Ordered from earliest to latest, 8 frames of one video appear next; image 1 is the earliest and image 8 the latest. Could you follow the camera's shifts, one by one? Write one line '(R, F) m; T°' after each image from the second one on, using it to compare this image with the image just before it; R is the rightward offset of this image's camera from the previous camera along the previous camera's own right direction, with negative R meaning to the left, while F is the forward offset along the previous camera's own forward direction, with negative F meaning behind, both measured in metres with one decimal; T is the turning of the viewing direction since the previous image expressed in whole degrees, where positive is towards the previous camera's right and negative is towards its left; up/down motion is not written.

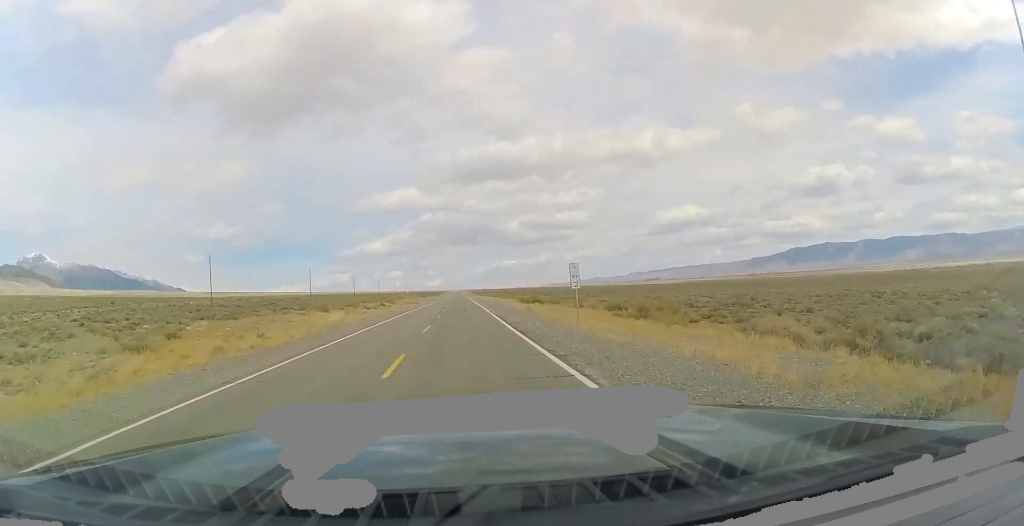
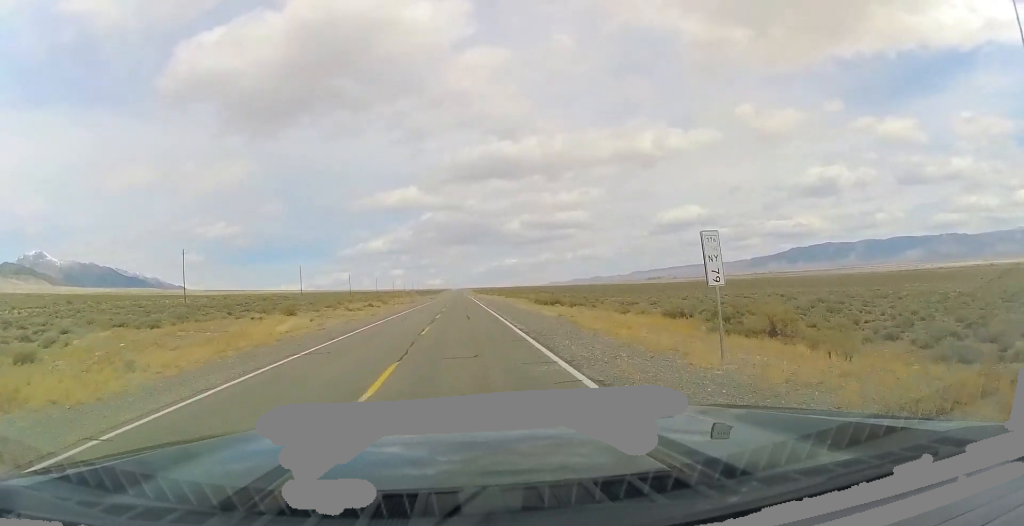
(+0.1, +14.3) m; 0°
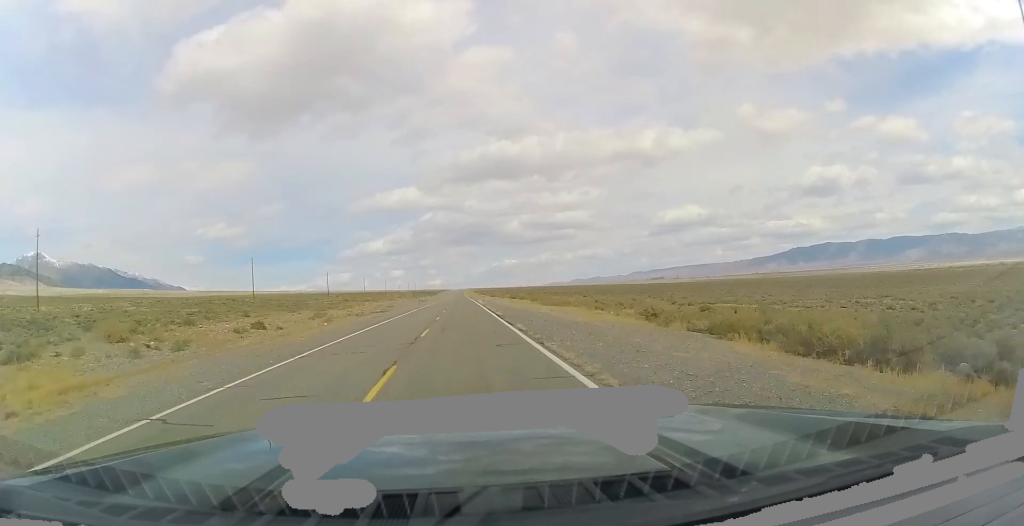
(-0.2, +48.8) m; 0°
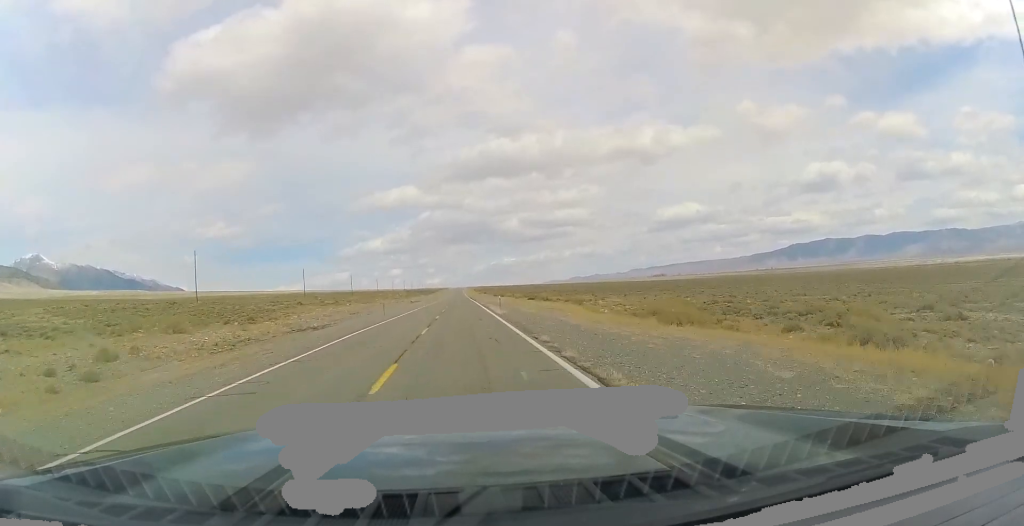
(-0.1, +35.7) m; 0°
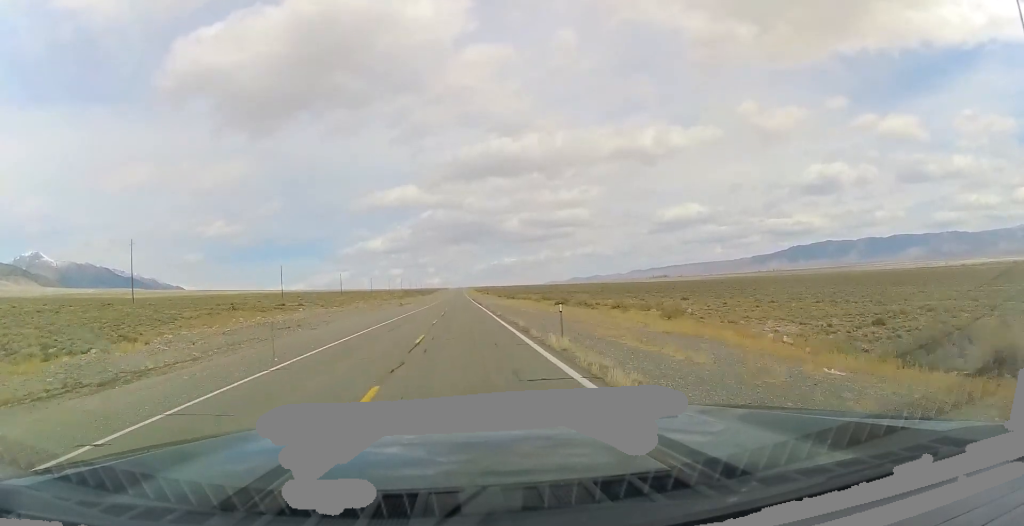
(-0.1, +27.3) m; 0°
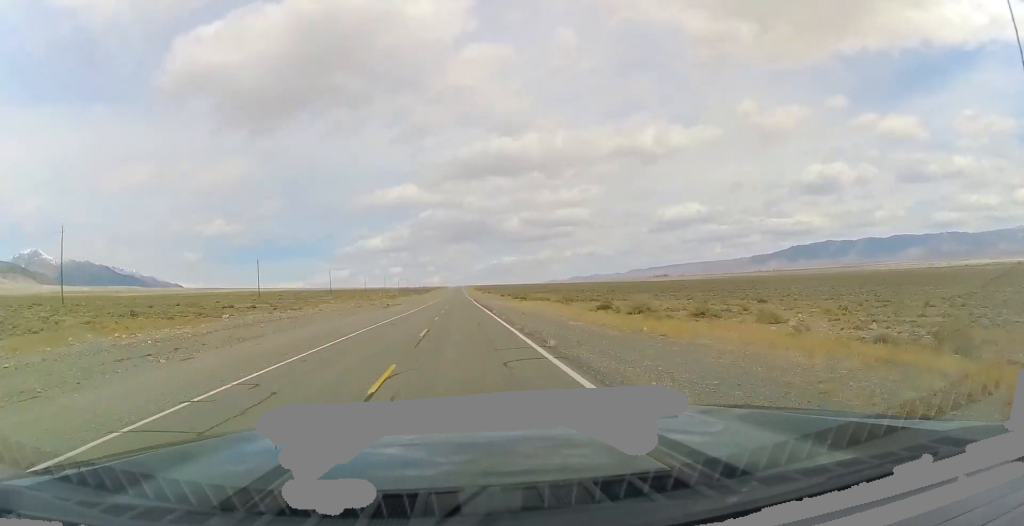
(0.0, +21.4) m; 0°
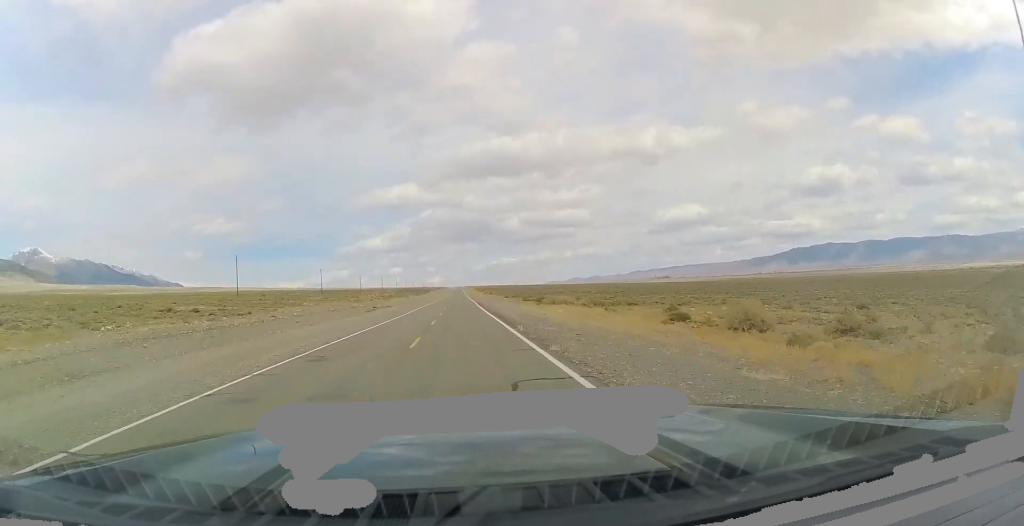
(0.0, +16.7) m; 0°
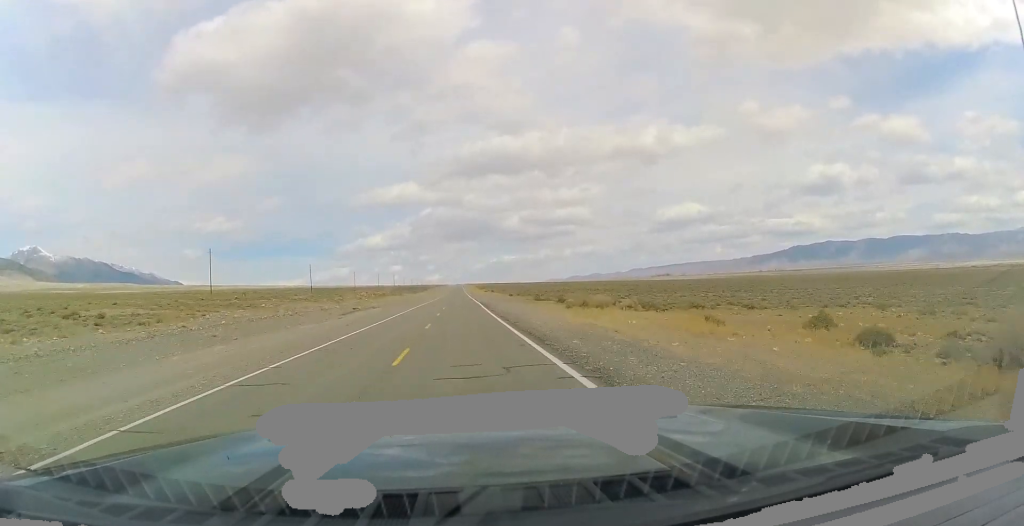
(0.0, +16.7) m; 0°
